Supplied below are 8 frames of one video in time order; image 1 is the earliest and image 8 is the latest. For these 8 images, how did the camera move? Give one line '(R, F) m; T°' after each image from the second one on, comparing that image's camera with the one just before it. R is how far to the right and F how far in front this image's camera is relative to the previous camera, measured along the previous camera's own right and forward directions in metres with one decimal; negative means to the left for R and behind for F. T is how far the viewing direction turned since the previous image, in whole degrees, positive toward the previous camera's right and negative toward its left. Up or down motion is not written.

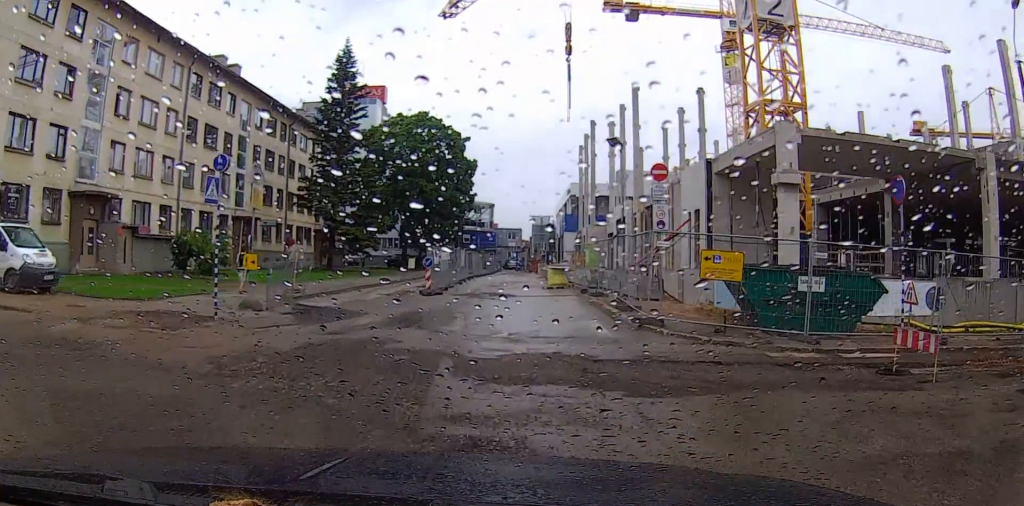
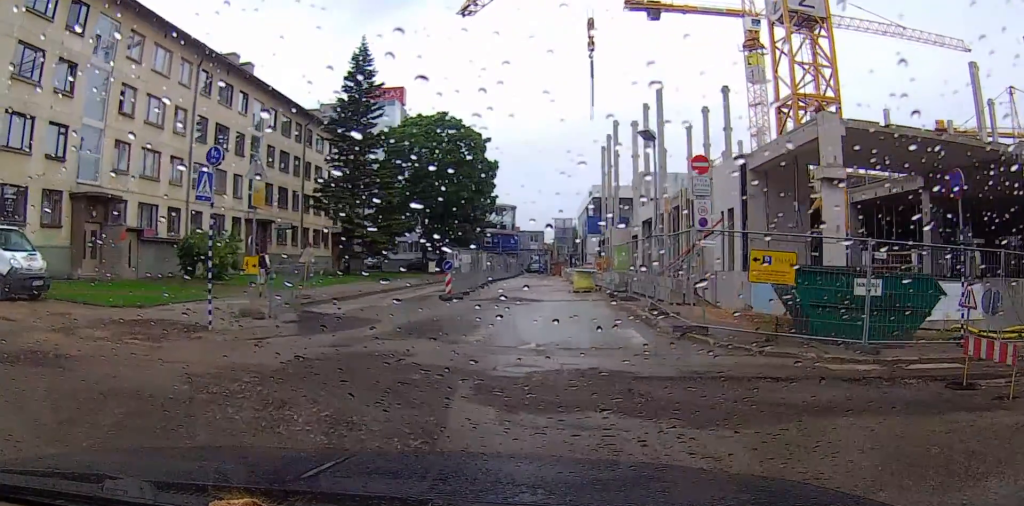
(-0.2, +1.8) m; -8°
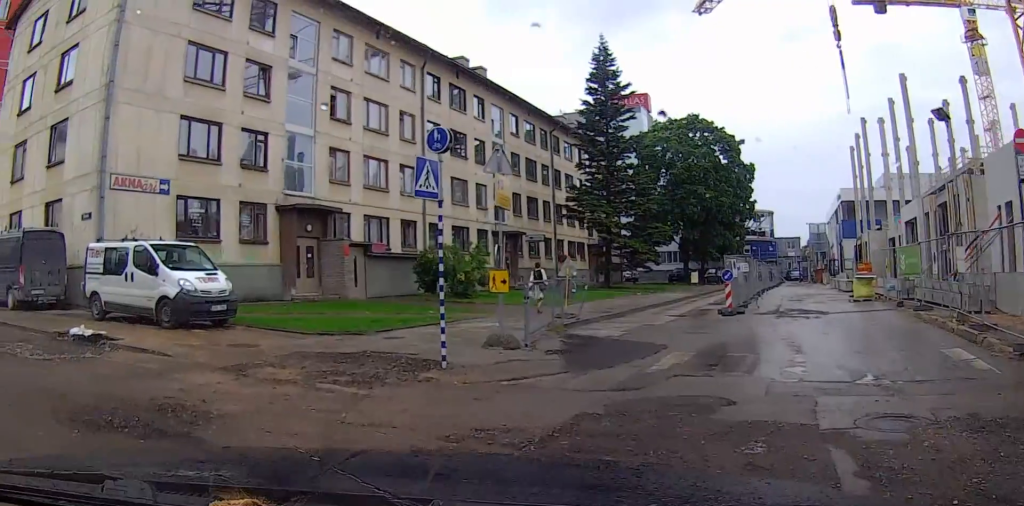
(-0.2, +4.0) m; -17°
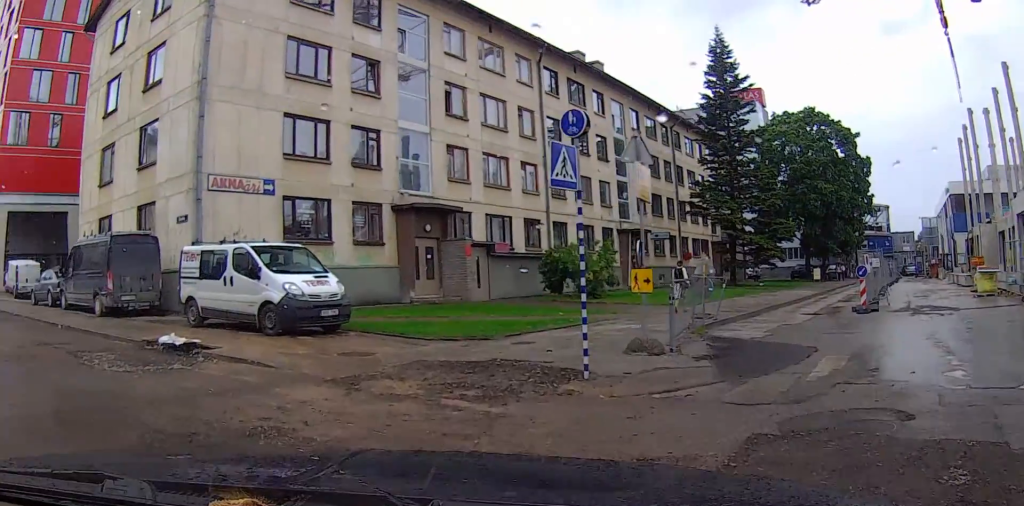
(0.0, +1.0) m; -15°
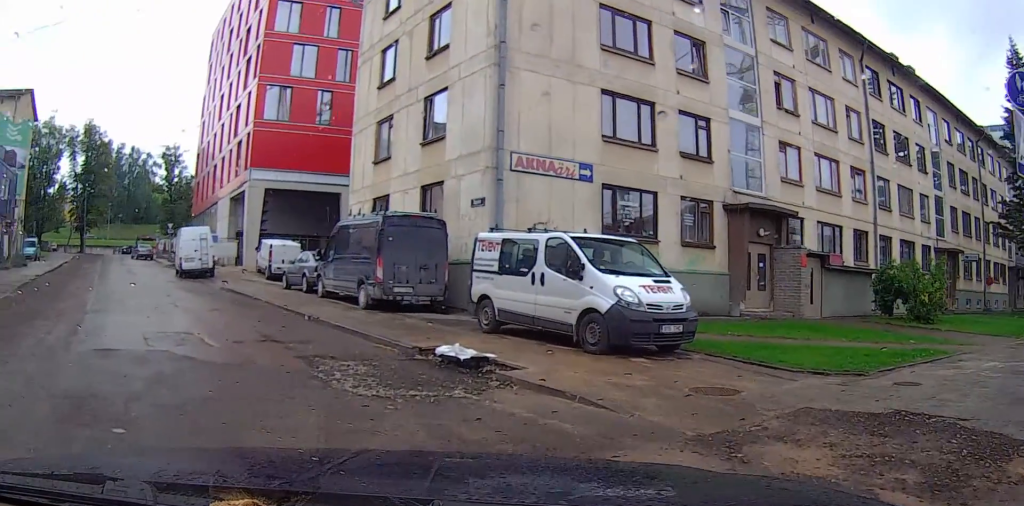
(-1.7, +2.4) m; -38°
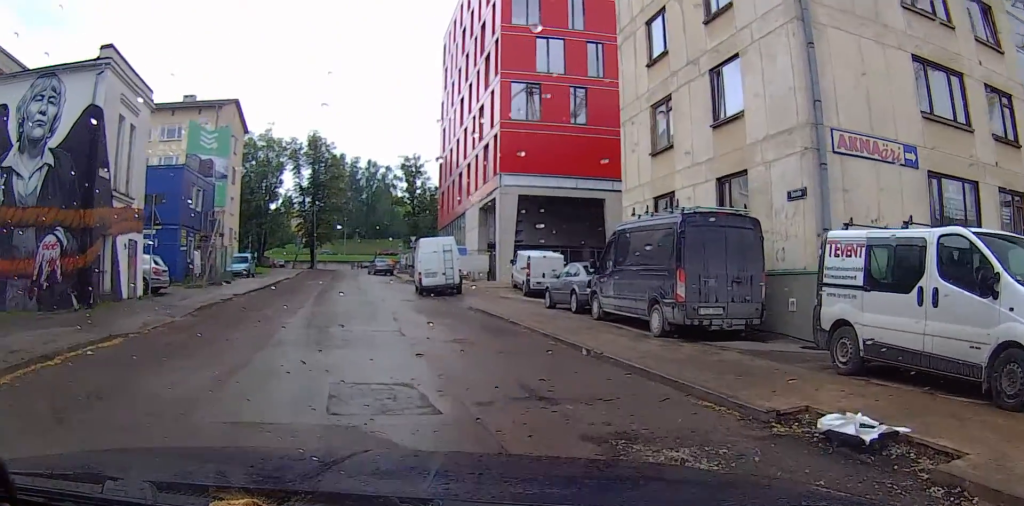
(+0.2, +5.1) m; +2°
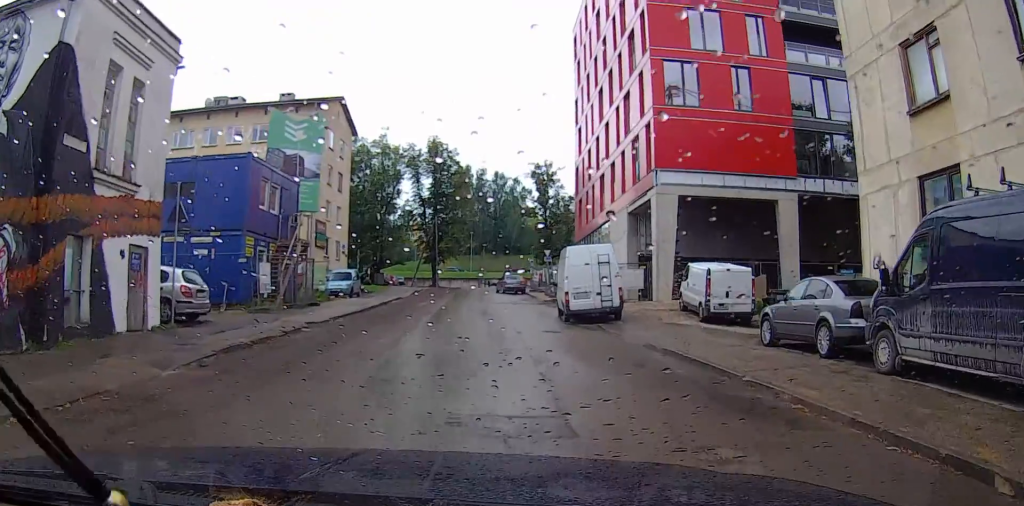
(-0.2, +7.8) m; +2°
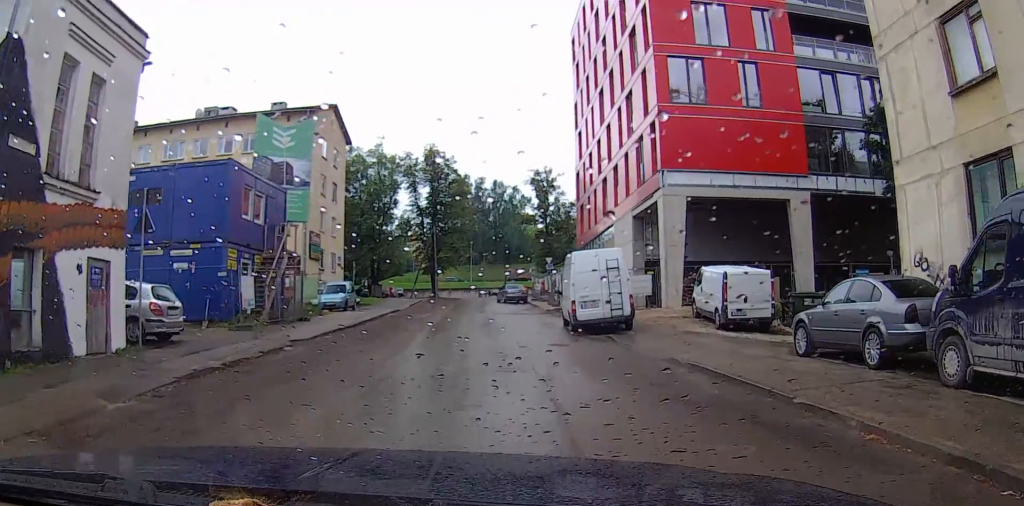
(0.0, +1.7) m; -2°
